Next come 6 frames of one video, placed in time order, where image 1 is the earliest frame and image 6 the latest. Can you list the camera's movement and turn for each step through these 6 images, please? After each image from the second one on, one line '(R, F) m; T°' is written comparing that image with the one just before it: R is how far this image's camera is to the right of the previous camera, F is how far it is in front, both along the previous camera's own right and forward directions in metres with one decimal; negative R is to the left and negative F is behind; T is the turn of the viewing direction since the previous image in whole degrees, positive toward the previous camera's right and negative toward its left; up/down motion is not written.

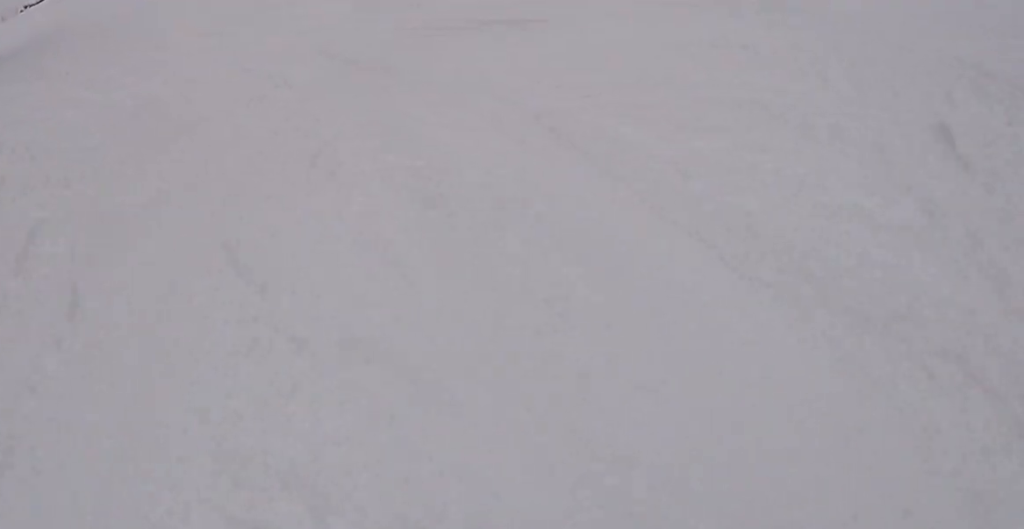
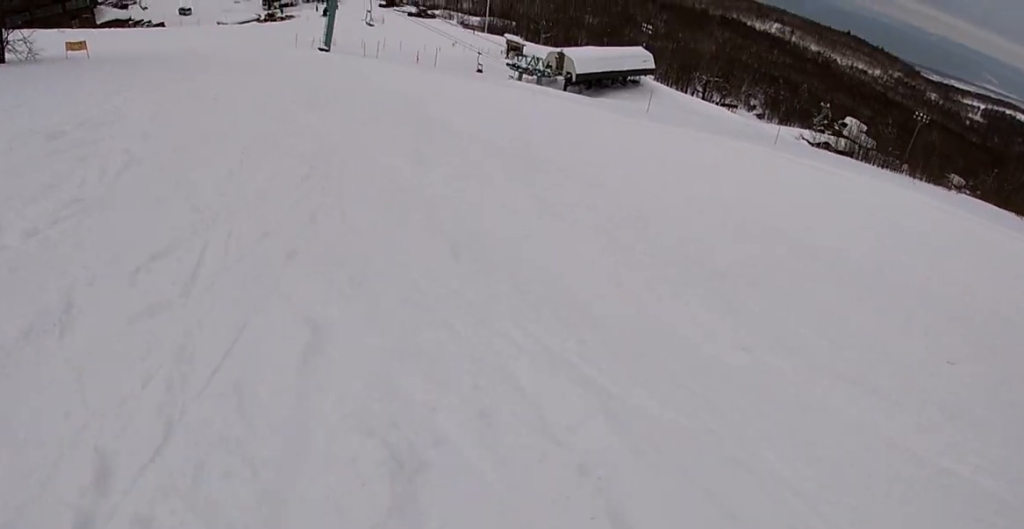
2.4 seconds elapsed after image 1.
(+1.4, +16.8) m; -4°
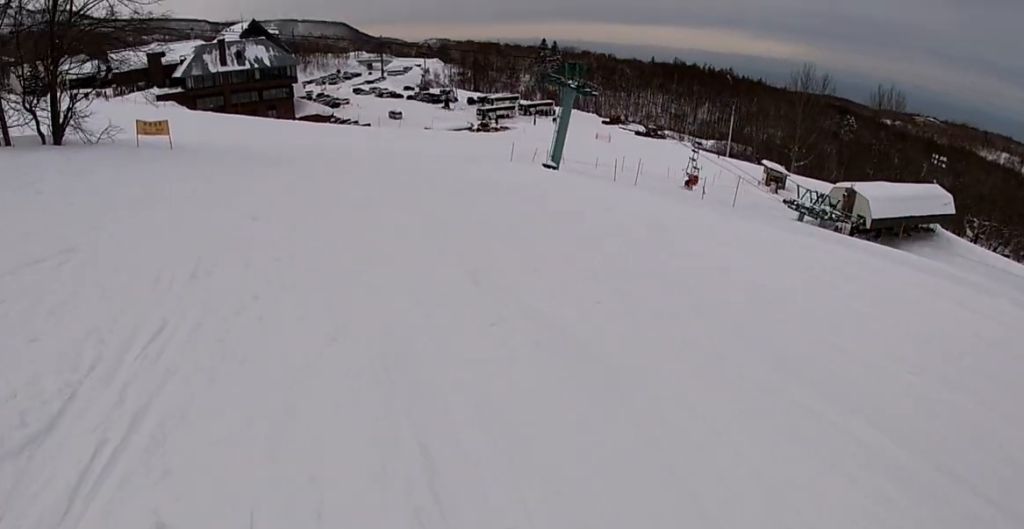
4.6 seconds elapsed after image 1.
(-2.6, +18.2) m; -17°
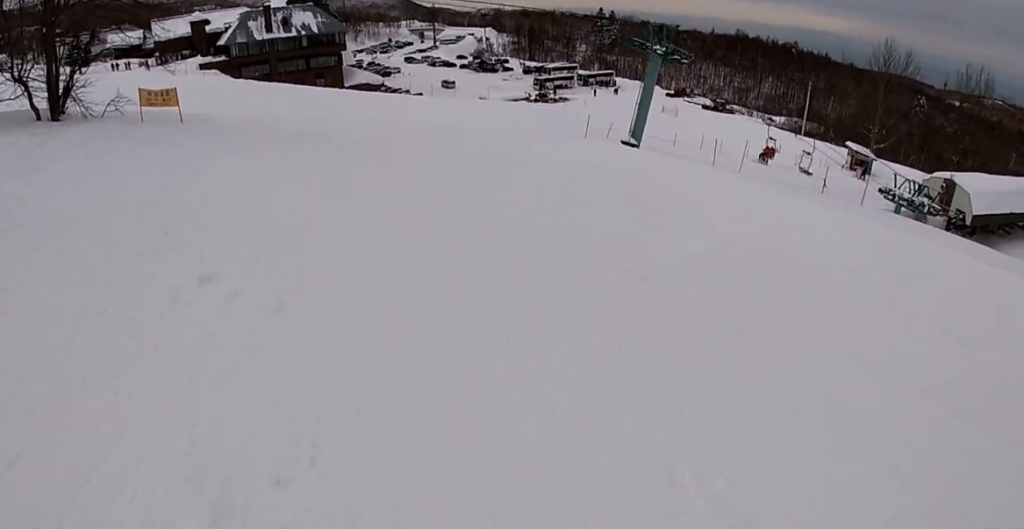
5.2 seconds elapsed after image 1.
(-0.3, +4.7) m; -4°
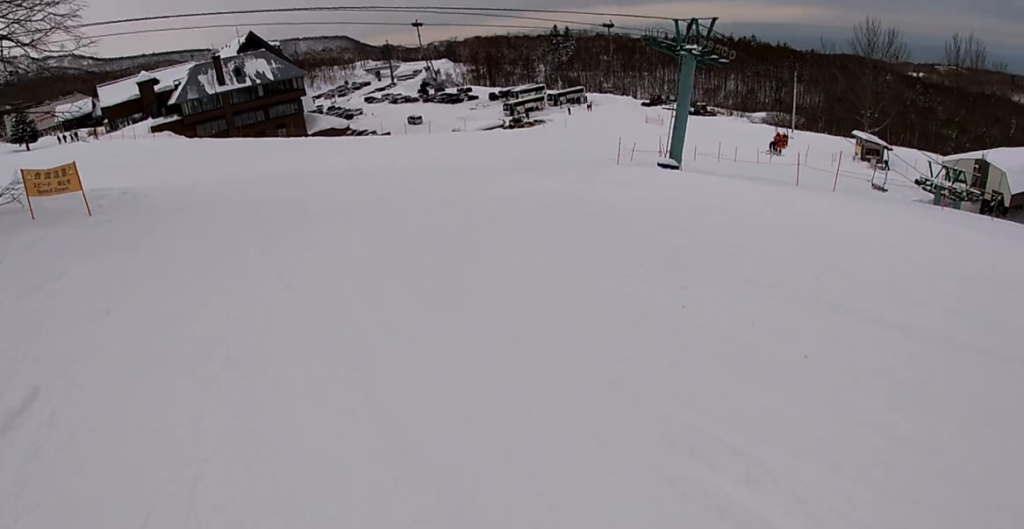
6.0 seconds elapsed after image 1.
(-0.4, +7.3) m; -6°
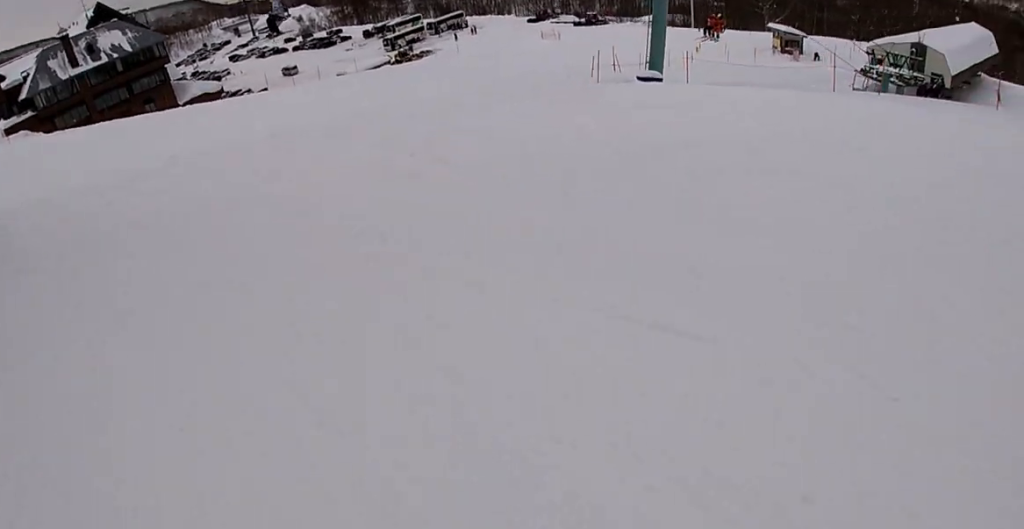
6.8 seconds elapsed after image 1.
(-0.3, +6.3) m; -3°
